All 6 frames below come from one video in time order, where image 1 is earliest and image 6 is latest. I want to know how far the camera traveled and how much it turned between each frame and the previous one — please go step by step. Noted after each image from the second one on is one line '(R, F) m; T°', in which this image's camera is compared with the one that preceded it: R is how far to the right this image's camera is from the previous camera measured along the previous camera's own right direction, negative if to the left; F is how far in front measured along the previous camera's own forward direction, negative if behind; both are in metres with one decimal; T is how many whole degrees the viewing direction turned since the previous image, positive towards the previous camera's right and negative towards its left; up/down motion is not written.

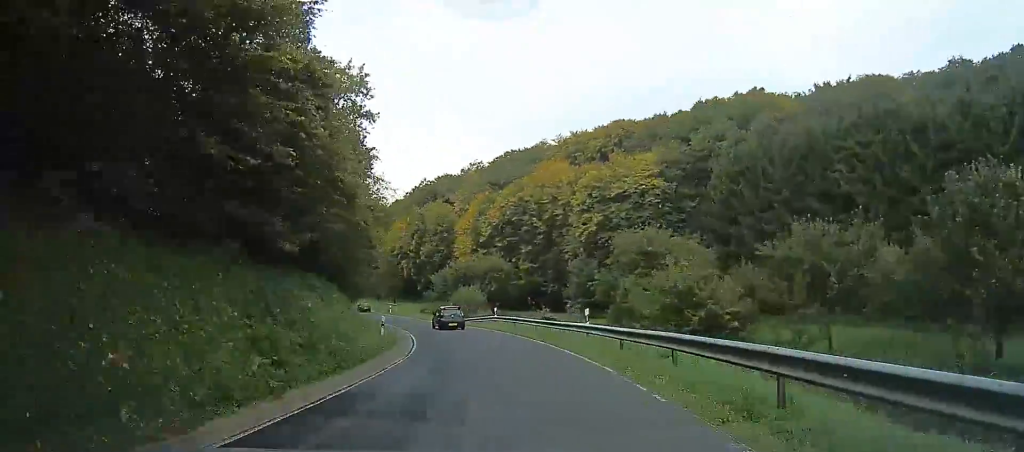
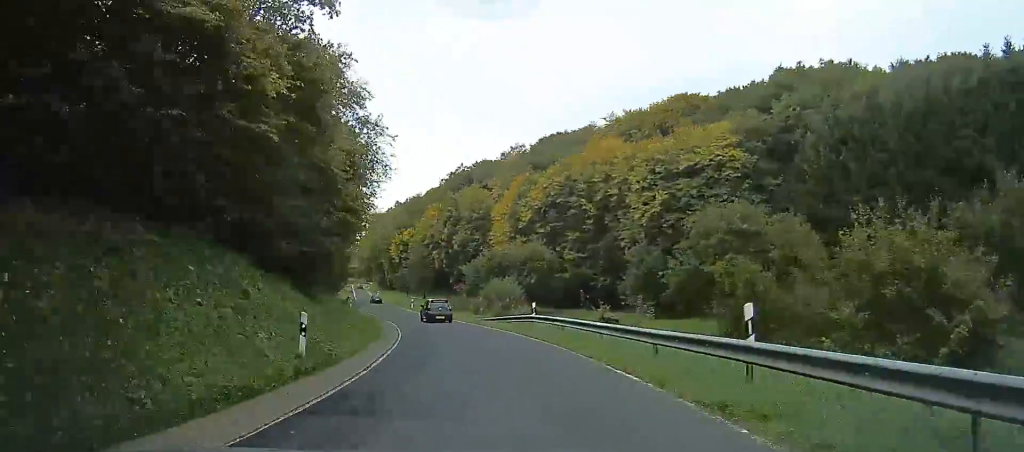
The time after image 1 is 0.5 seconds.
(-0.6, +10.3) m; -3°
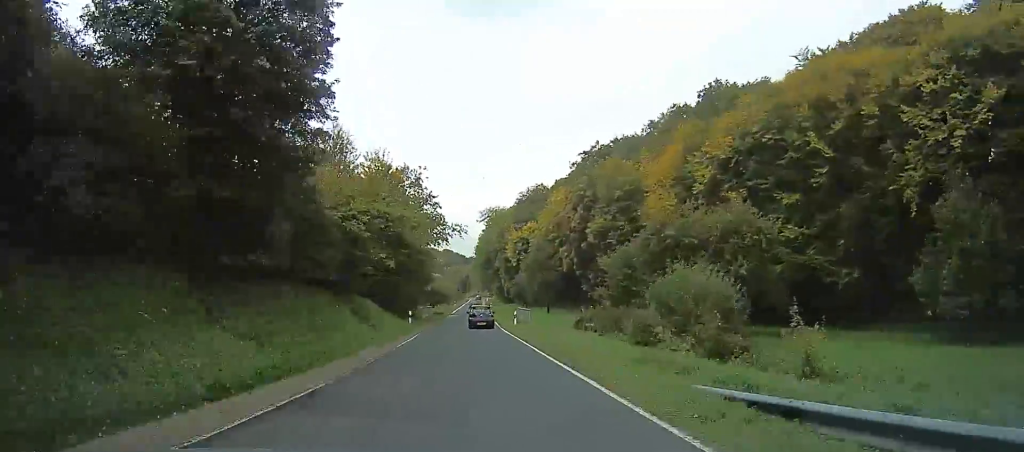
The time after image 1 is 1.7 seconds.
(-1.1, +25.2) m; -8°
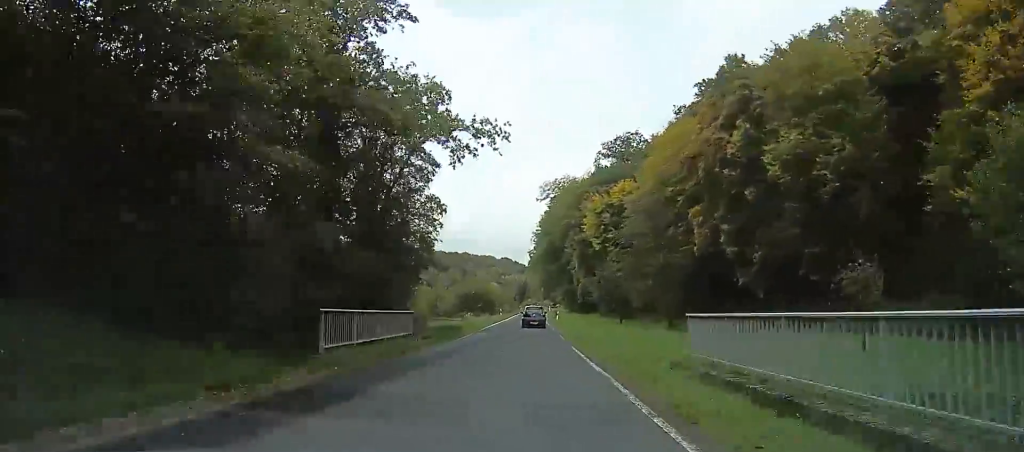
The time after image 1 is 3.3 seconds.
(-3.7, +31.9) m; -7°
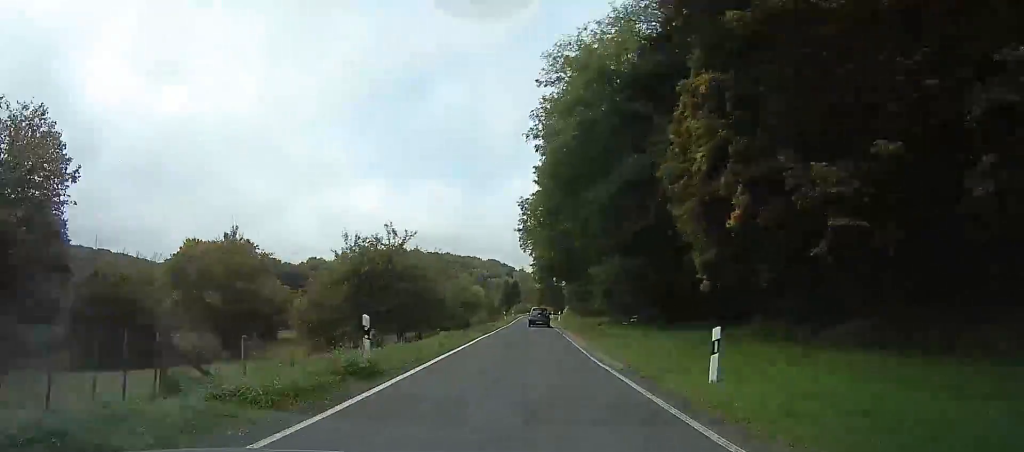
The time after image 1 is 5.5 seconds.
(+1.1, +45.7) m; -1°
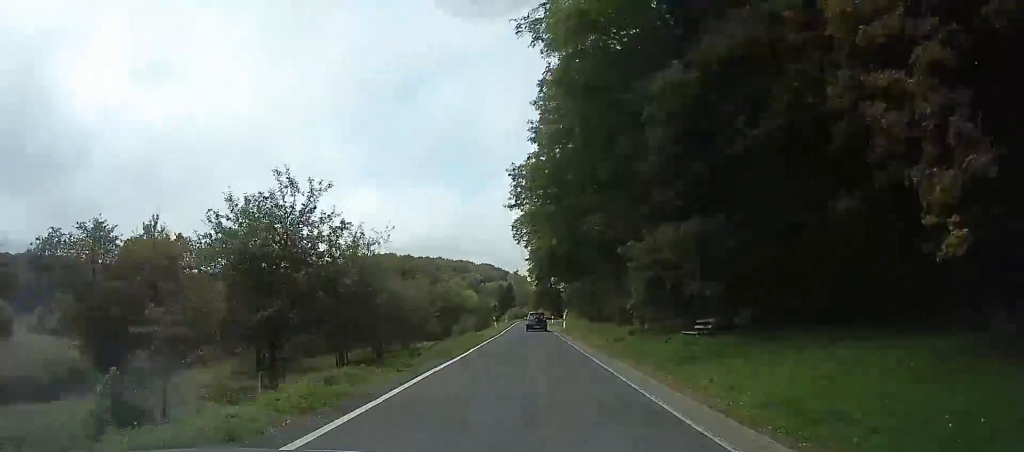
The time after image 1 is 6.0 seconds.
(+0.2, +11.9) m; -1°
